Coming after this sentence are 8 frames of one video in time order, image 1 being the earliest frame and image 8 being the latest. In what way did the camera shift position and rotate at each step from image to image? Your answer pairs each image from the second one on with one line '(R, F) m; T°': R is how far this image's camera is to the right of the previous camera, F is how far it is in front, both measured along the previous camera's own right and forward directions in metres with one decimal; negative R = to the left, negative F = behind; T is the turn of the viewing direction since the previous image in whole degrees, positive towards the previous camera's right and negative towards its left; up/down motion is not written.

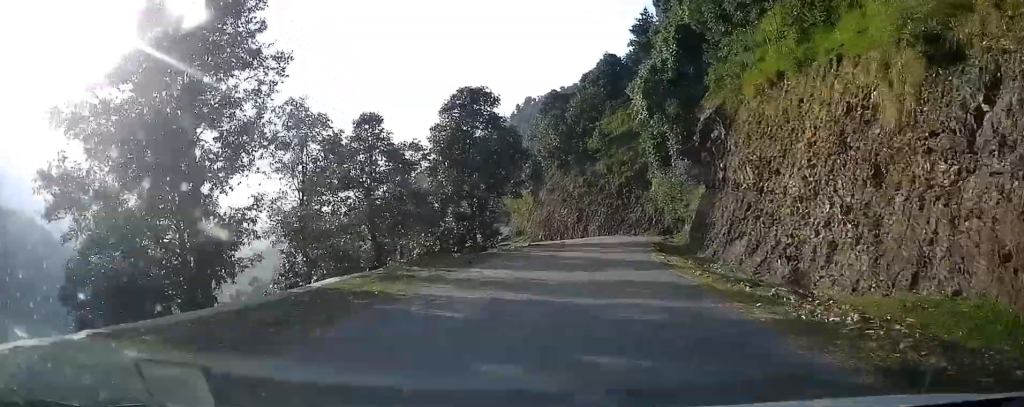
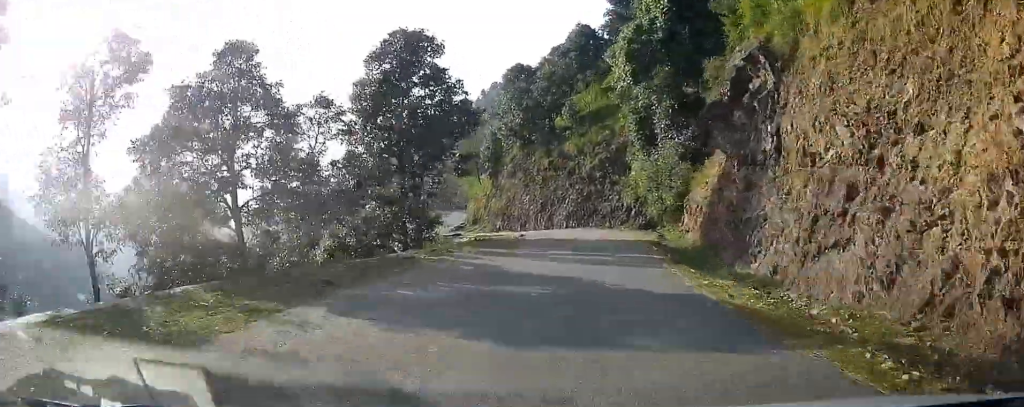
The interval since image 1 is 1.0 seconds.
(+0.1, +9.0) m; +4°
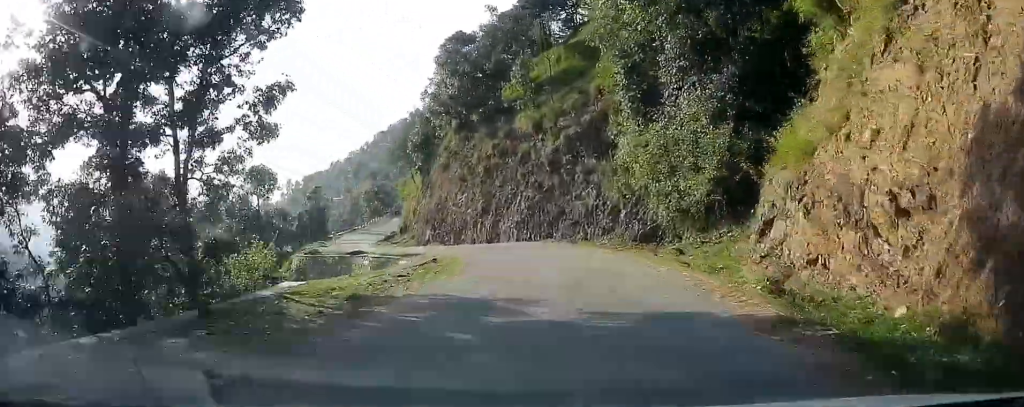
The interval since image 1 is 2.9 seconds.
(+1.3, +18.0) m; +4°
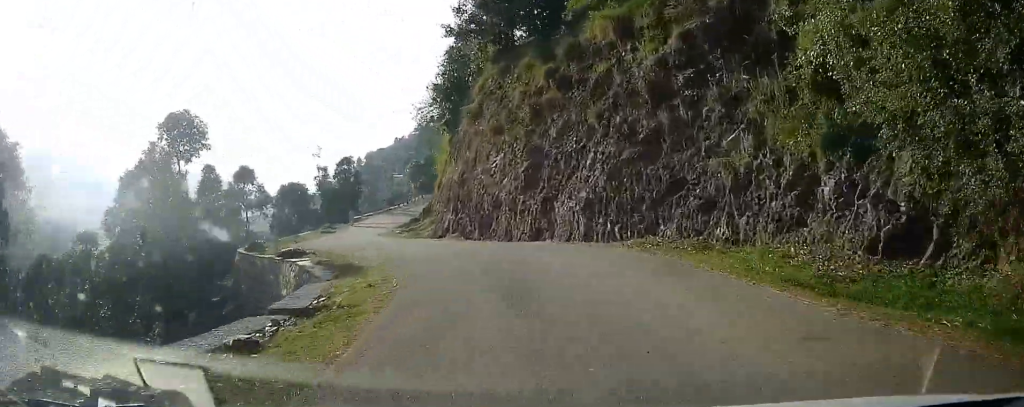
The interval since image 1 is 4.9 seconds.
(+0.1, +18.0) m; -3°
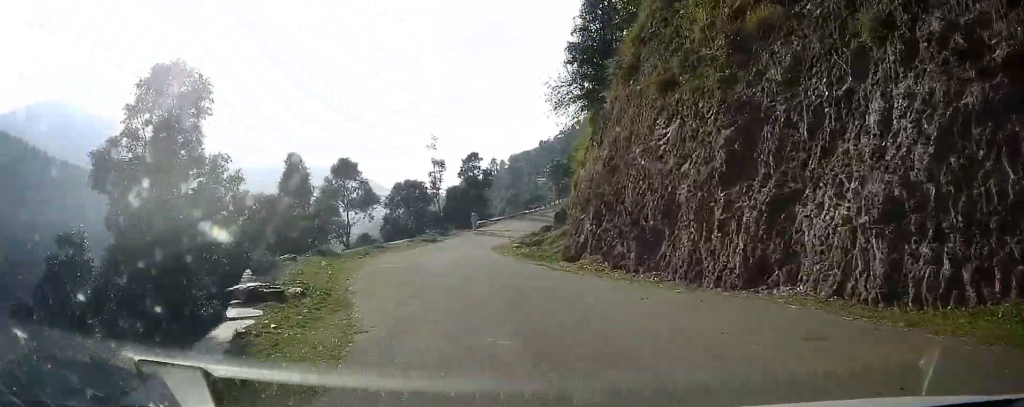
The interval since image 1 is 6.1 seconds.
(-0.7, +11.3) m; -9°
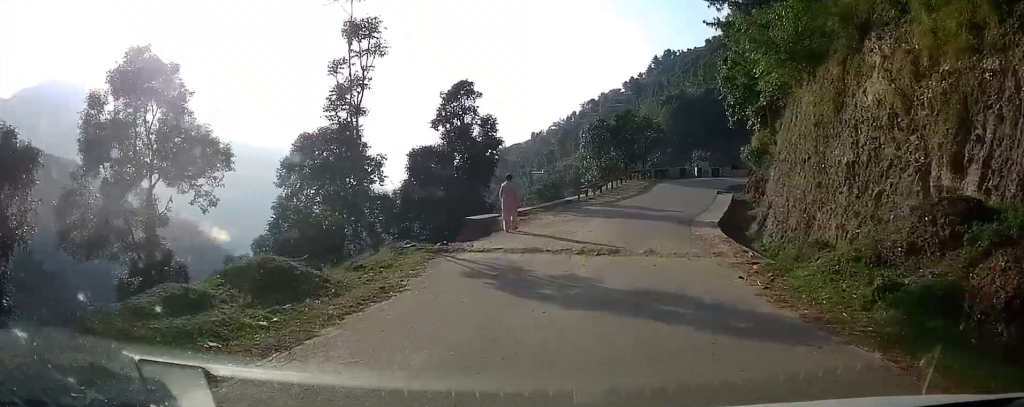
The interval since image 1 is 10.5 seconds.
(-7.1, +33.7) m; -12°
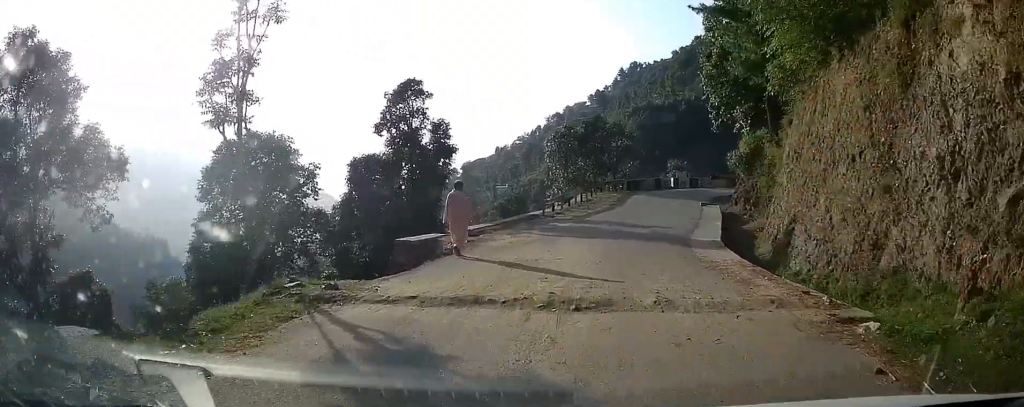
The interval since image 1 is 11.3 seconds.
(+0.1, +5.1) m; +3°
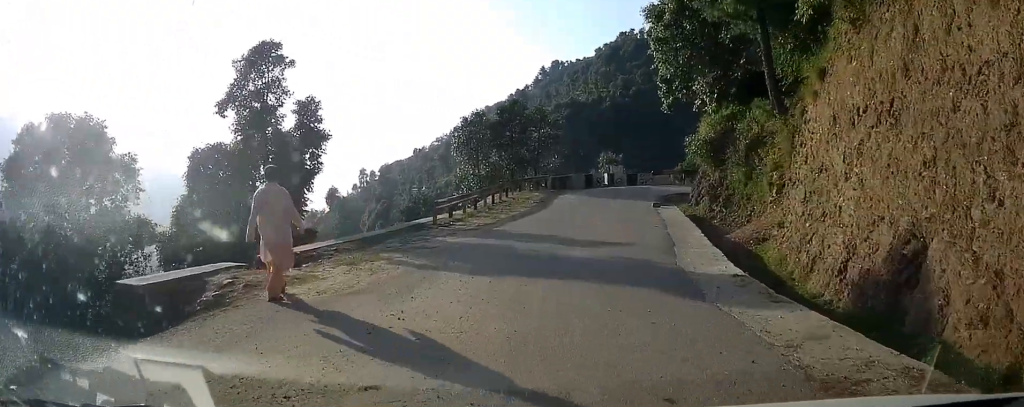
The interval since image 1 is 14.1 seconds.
(+1.6, +14.5) m; +9°
